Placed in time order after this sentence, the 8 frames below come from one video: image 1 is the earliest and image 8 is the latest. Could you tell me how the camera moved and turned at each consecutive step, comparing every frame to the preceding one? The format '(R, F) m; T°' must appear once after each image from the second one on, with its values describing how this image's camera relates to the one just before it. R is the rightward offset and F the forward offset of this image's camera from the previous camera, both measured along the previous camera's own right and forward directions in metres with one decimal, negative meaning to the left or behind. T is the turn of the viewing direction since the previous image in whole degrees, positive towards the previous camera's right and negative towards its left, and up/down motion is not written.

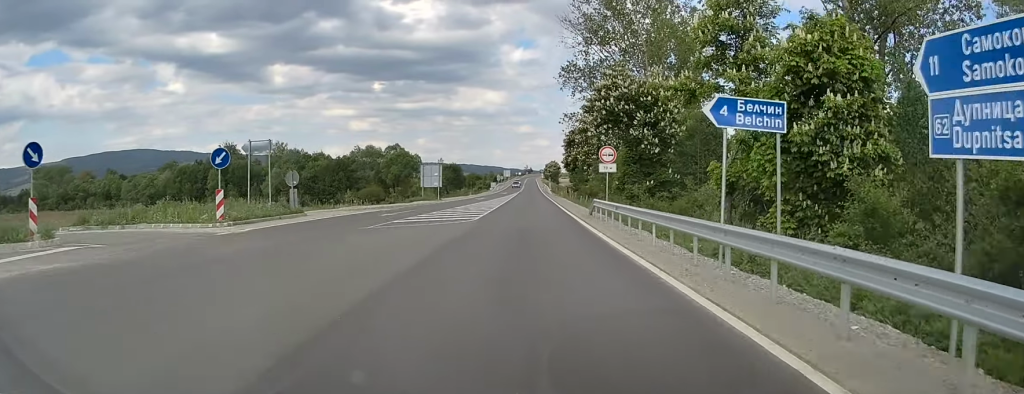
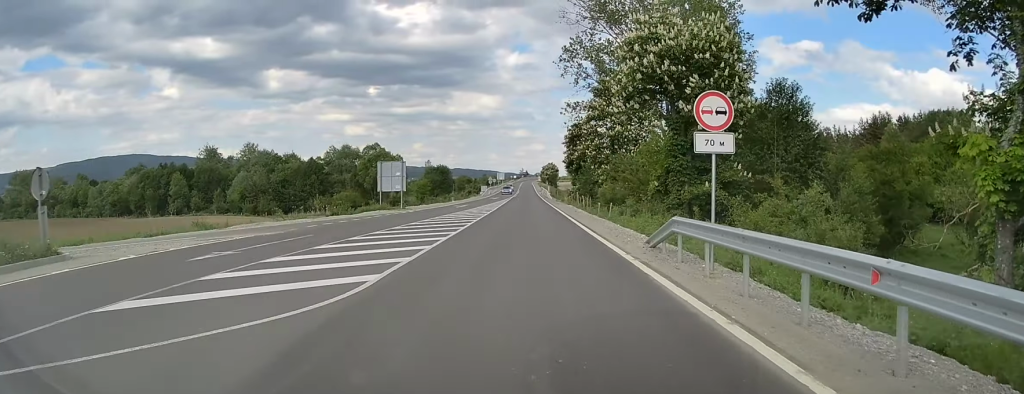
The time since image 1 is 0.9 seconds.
(0.0, +17.2) m; 0°
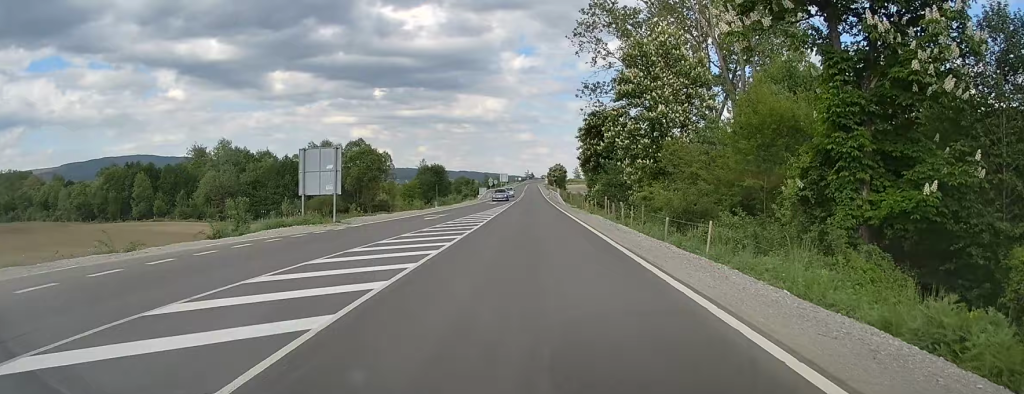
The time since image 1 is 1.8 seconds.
(-0.1, +18.0) m; 0°
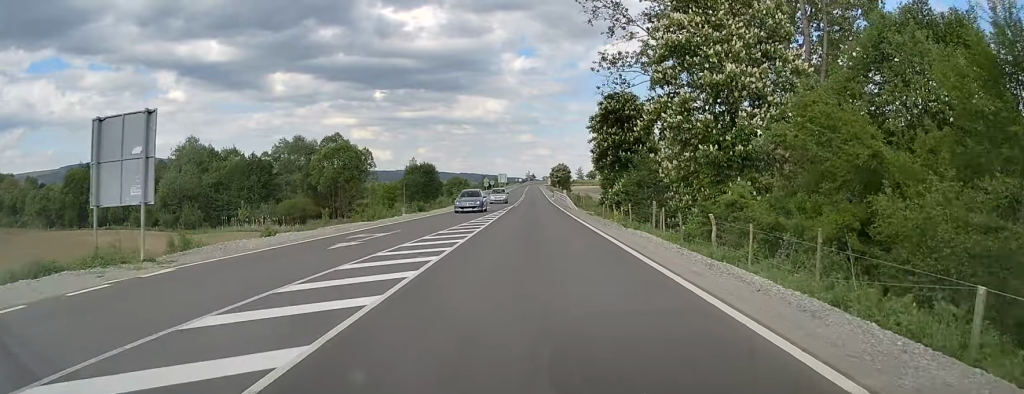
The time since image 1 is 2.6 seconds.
(0.0, +15.7) m; 0°
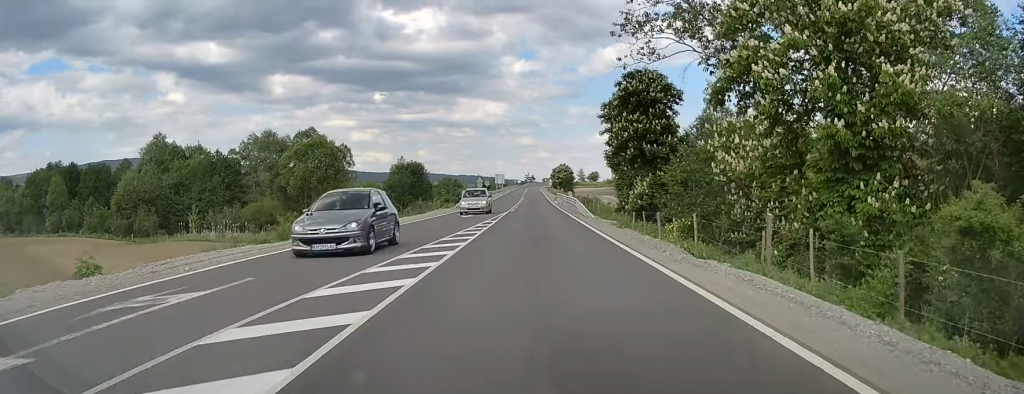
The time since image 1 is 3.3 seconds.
(0.0, +12.6) m; +1°
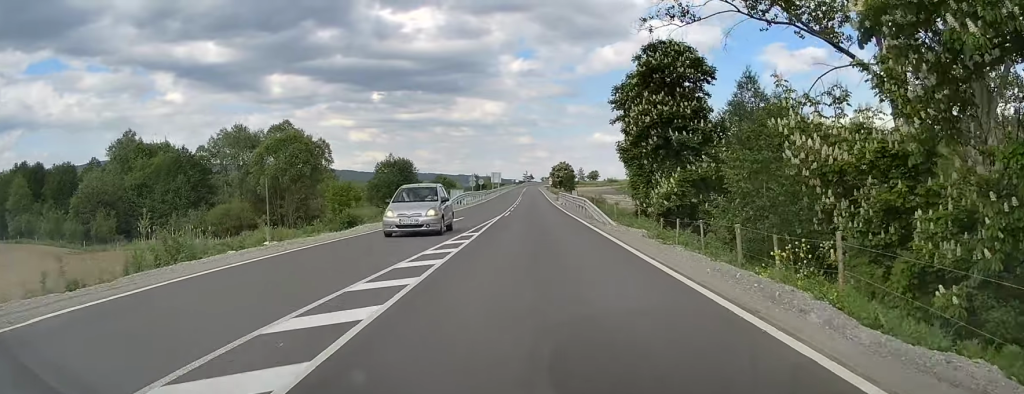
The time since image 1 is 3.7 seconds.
(+0.1, +9.6) m; 0°
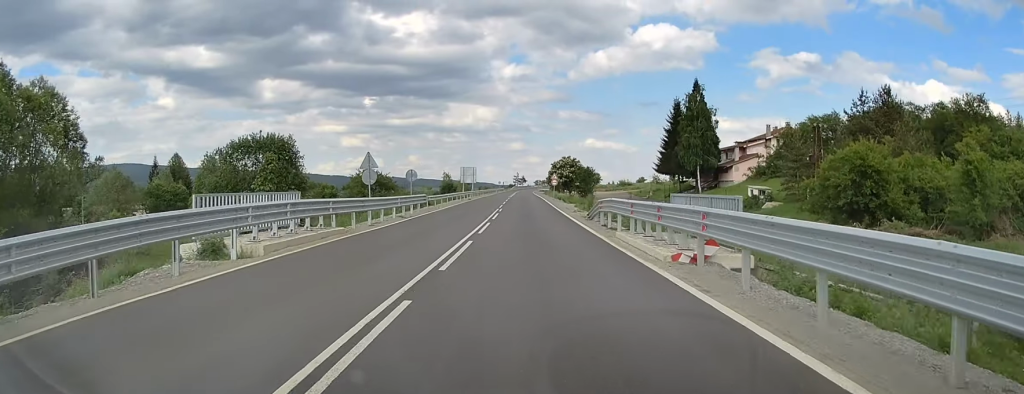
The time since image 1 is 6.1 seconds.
(+0.4, +50.6) m; +1°
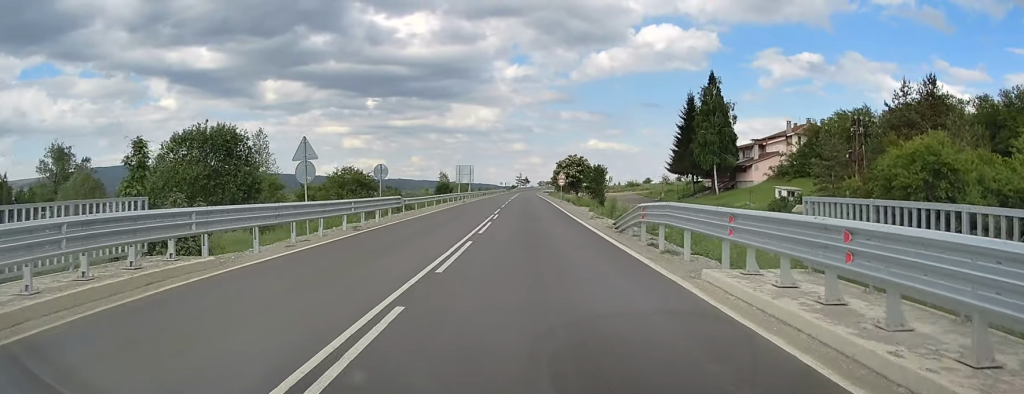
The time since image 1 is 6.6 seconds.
(-0.1, +9.5) m; 0°
